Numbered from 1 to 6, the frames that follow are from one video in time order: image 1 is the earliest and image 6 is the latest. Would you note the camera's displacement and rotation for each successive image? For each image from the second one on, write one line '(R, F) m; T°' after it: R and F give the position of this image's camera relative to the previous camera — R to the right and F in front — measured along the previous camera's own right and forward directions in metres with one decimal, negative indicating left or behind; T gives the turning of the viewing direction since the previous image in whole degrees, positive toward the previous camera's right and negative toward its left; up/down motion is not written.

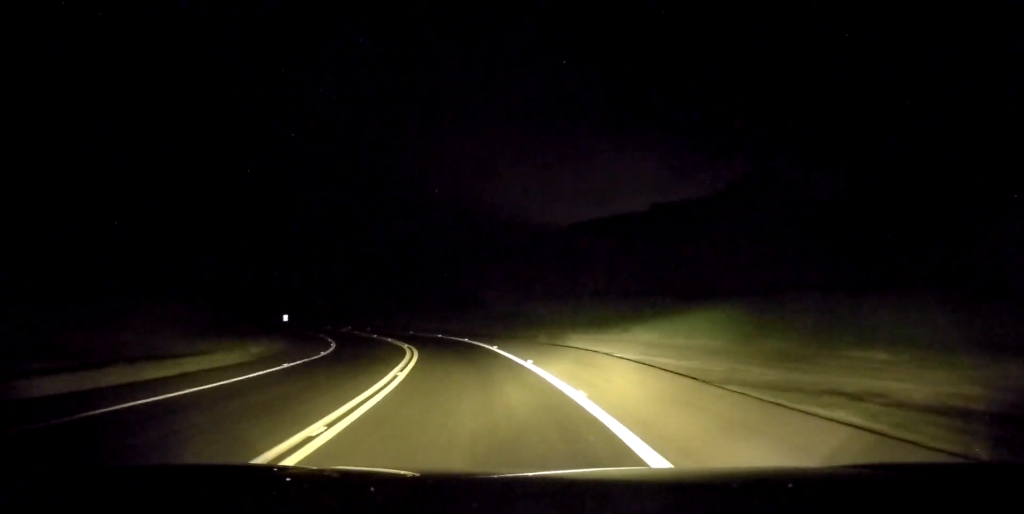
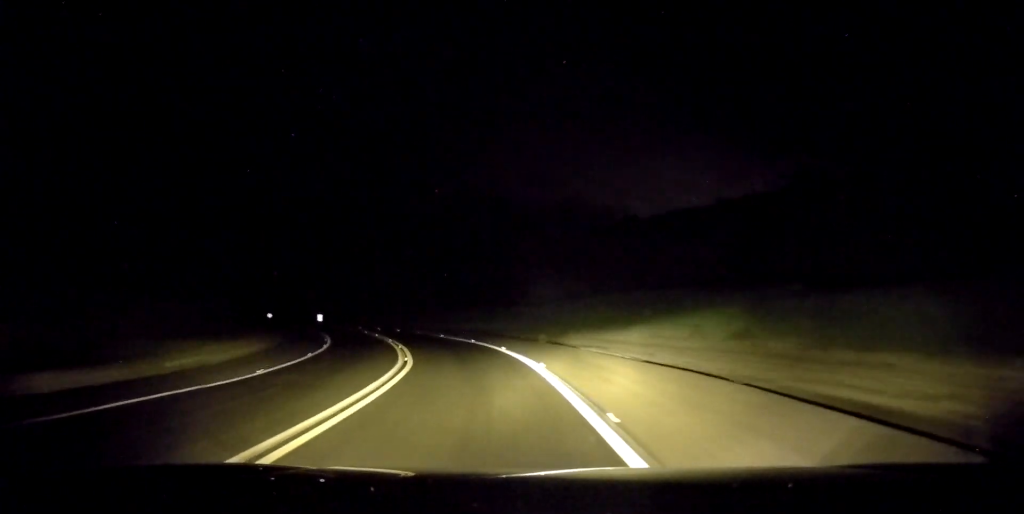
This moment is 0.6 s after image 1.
(0.0, +10.7) m; -4°
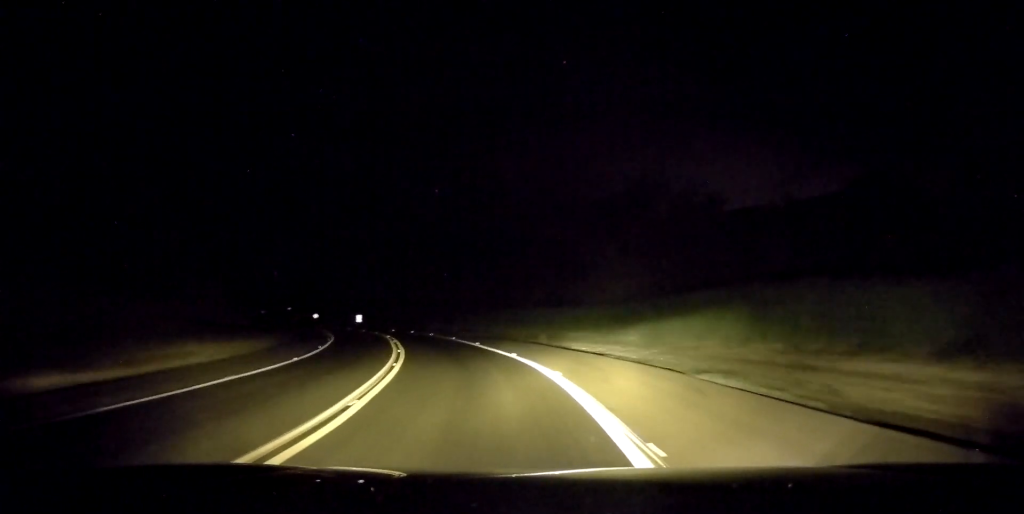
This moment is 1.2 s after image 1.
(-0.6, +10.7) m; -7°
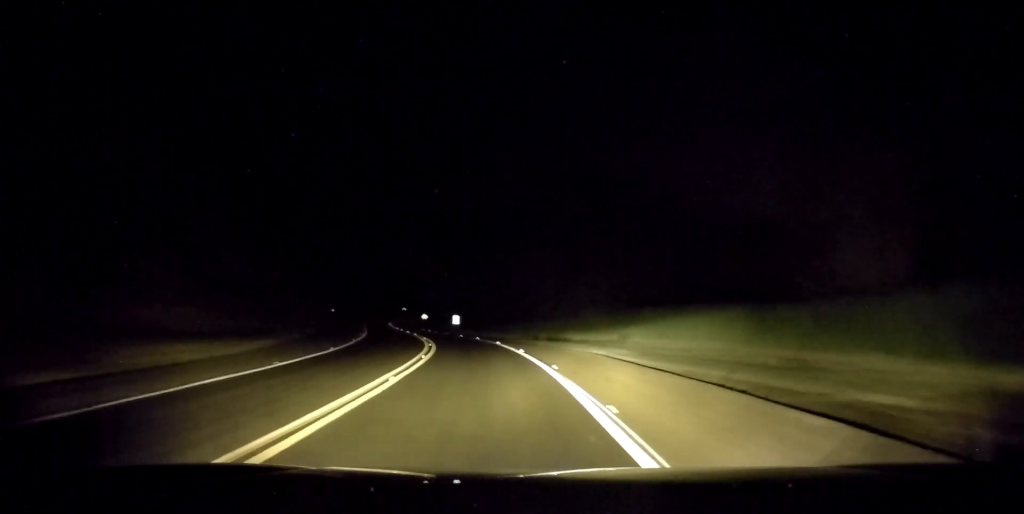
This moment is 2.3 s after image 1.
(-2.4, +21.0) m; -11°
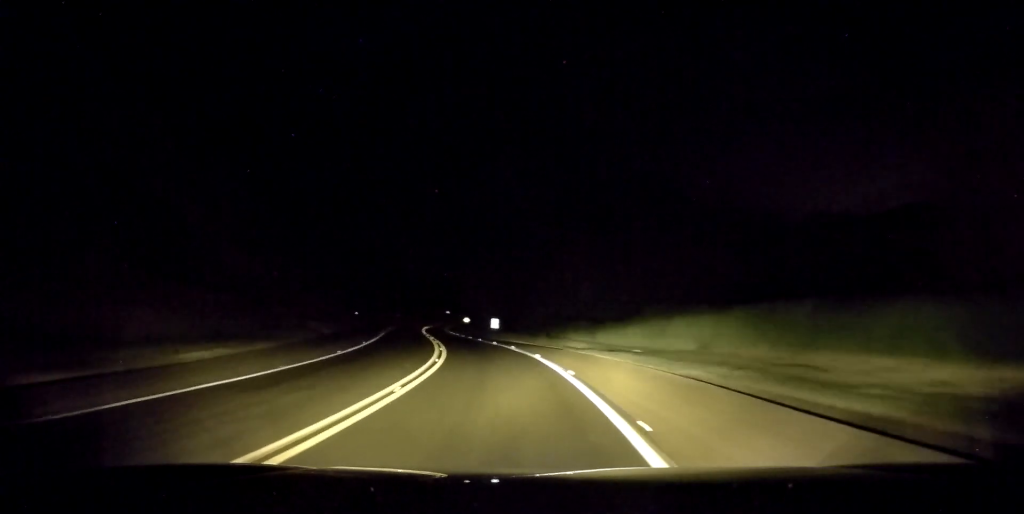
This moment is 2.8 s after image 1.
(-0.3, +8.7) m; -4°
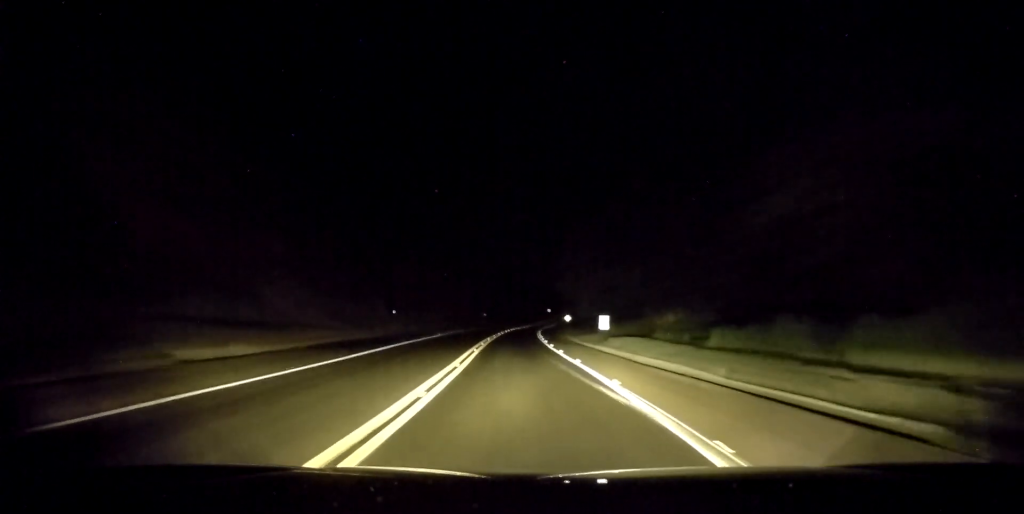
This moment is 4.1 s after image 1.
(-2.2, +24.3) m; -11°
